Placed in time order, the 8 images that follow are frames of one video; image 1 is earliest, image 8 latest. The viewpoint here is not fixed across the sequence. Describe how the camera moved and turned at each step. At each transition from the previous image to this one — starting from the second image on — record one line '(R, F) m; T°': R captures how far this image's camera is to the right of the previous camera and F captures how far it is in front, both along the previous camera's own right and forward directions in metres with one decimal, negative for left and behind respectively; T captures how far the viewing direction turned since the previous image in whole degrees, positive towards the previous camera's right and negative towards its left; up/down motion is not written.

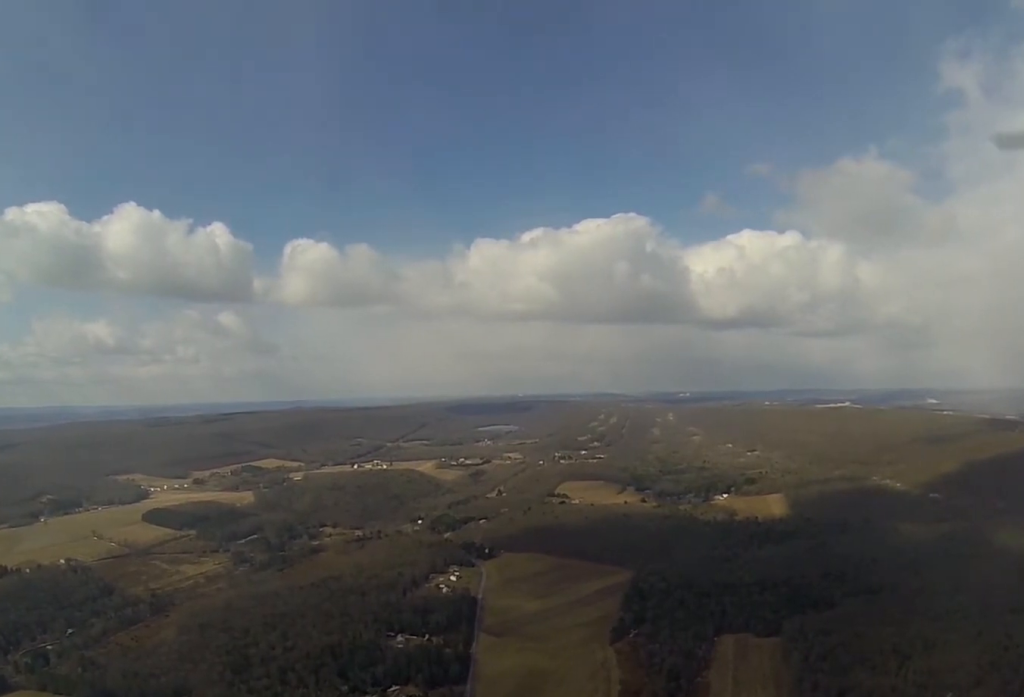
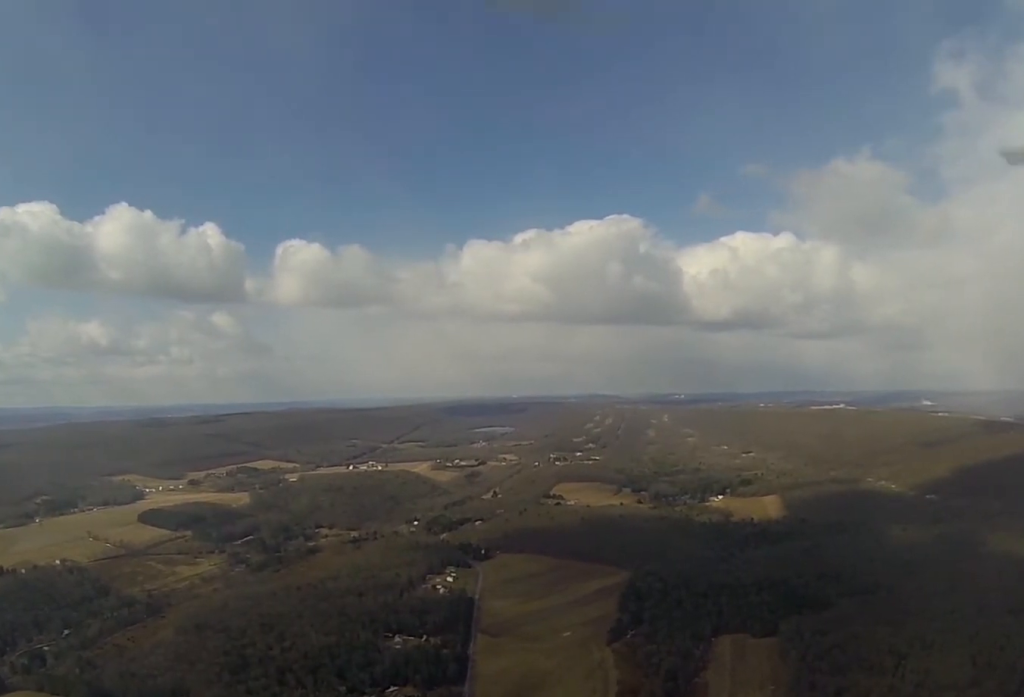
(0.0, +3.5) m; 0°
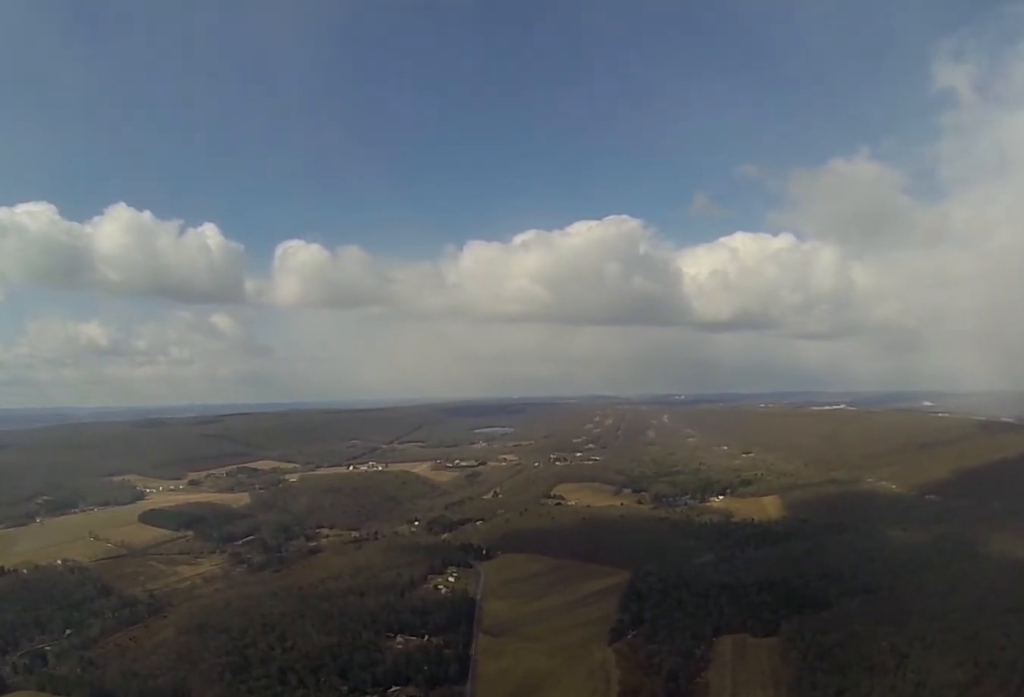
(0.0, +1.6) m; -1°
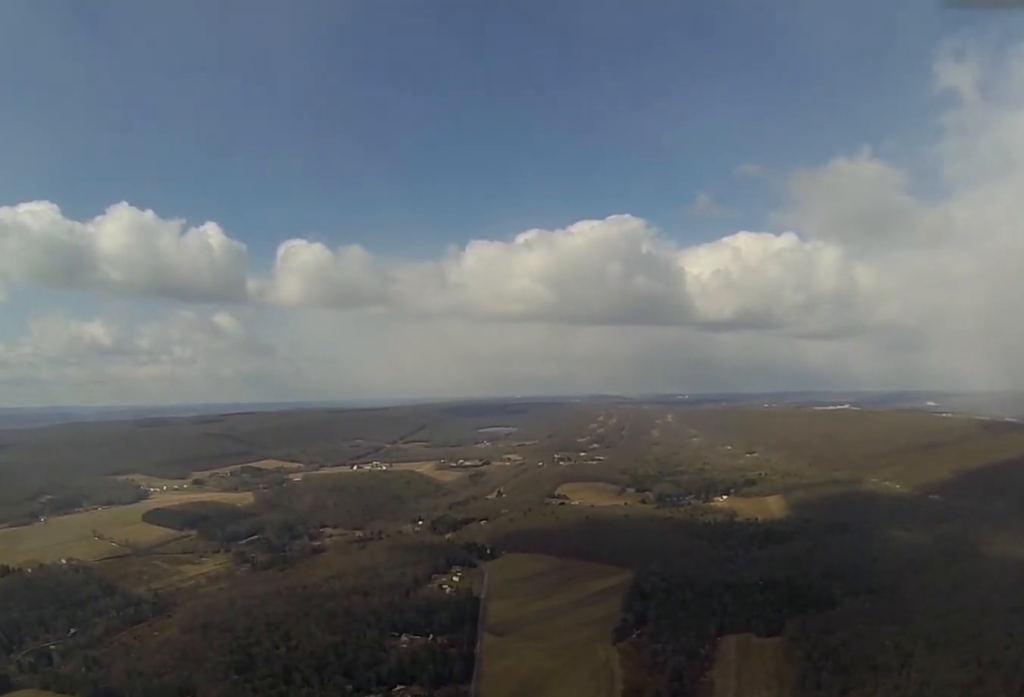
(0.0, +1.5) m; -1°
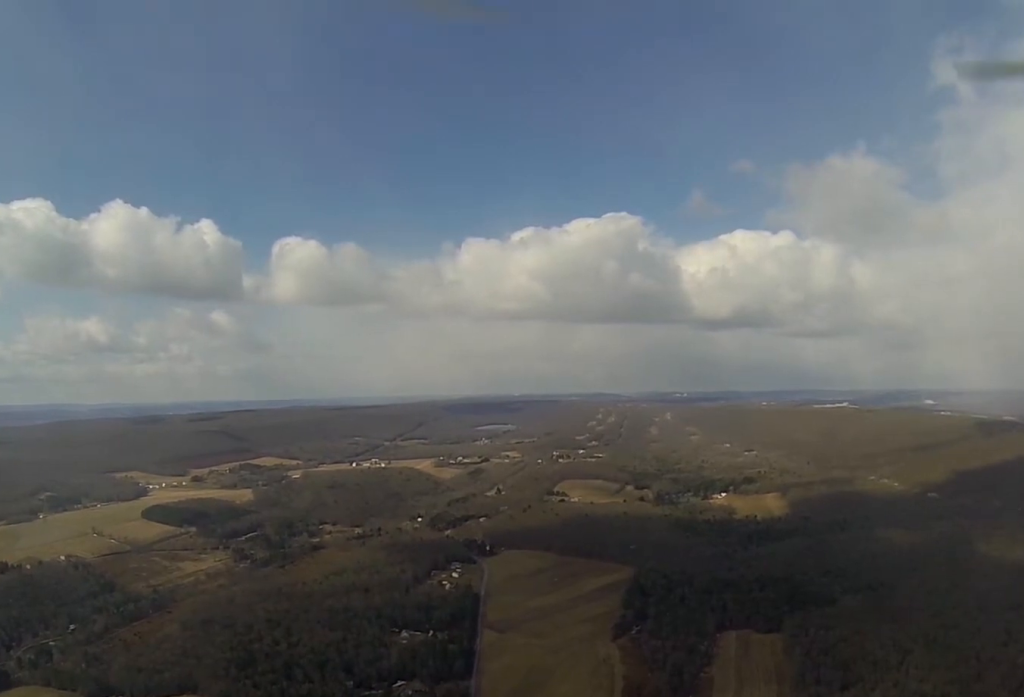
(-0.1, +3.5) m; -3°
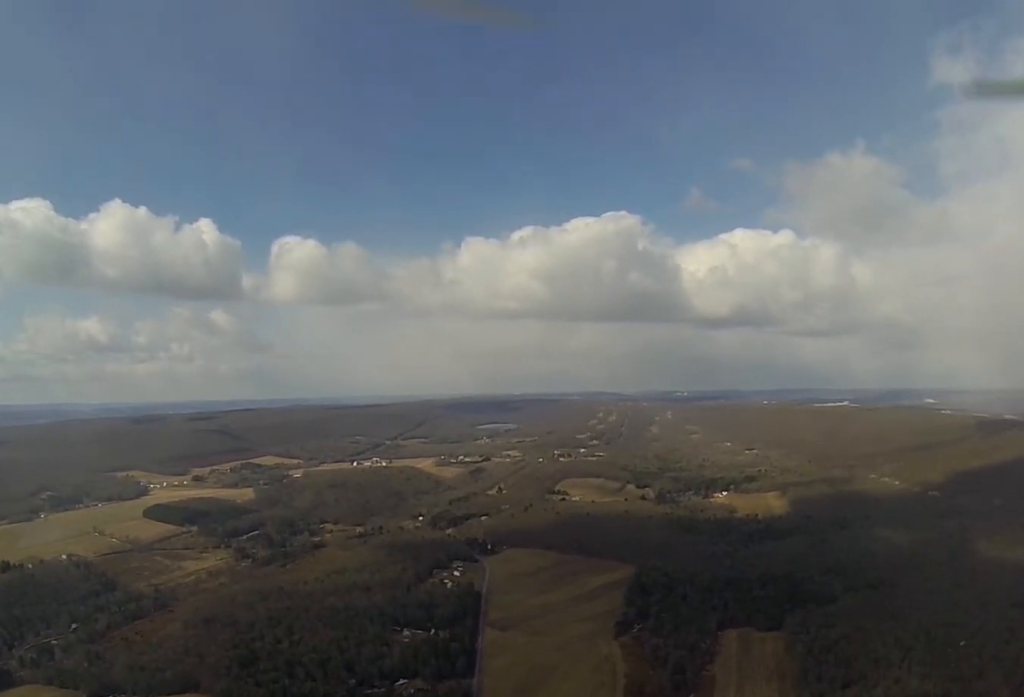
(0.0, +1.7) m; -1°
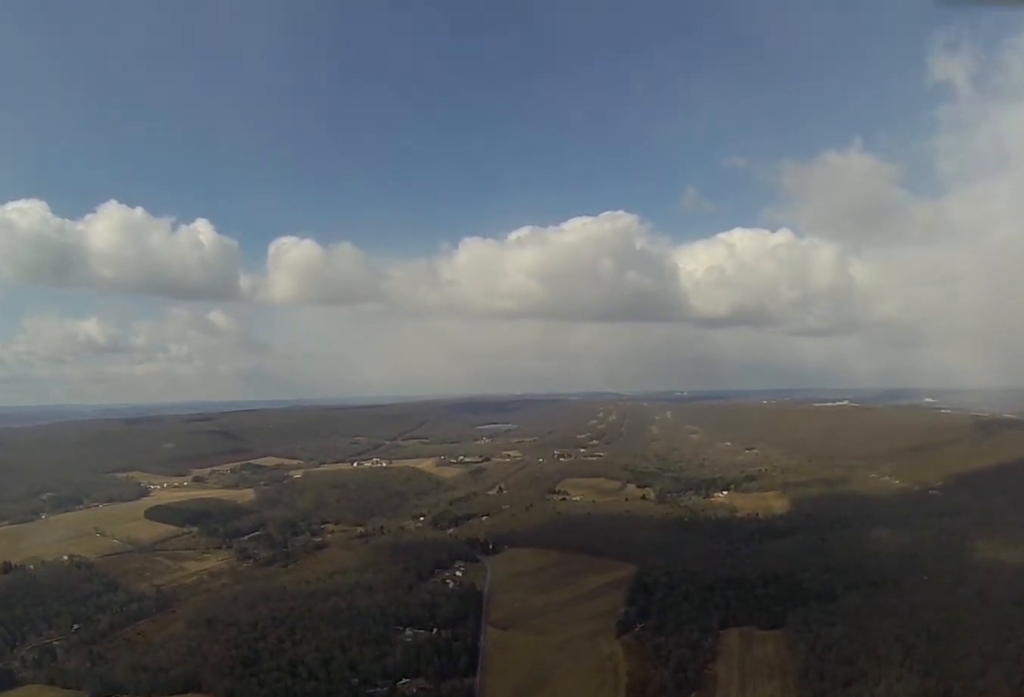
(0.0, +2.5) m; +2°
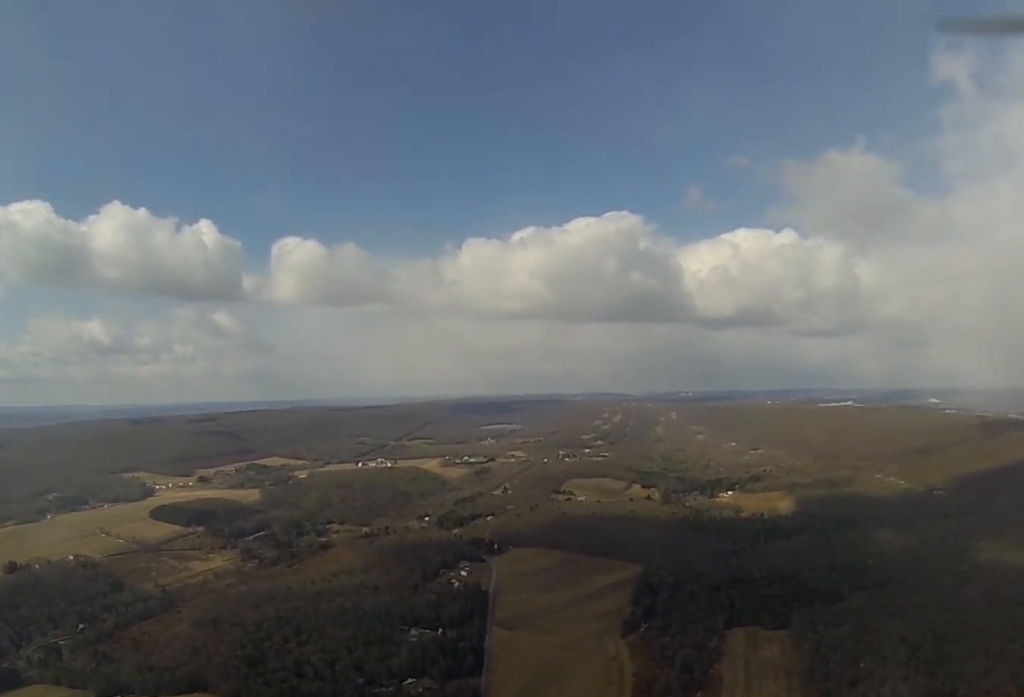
(0.0, +1.1) m; +1°
